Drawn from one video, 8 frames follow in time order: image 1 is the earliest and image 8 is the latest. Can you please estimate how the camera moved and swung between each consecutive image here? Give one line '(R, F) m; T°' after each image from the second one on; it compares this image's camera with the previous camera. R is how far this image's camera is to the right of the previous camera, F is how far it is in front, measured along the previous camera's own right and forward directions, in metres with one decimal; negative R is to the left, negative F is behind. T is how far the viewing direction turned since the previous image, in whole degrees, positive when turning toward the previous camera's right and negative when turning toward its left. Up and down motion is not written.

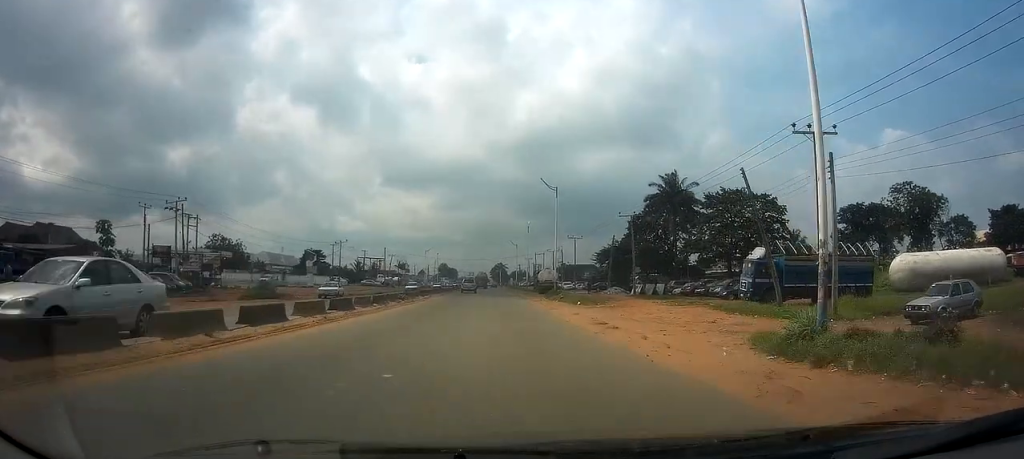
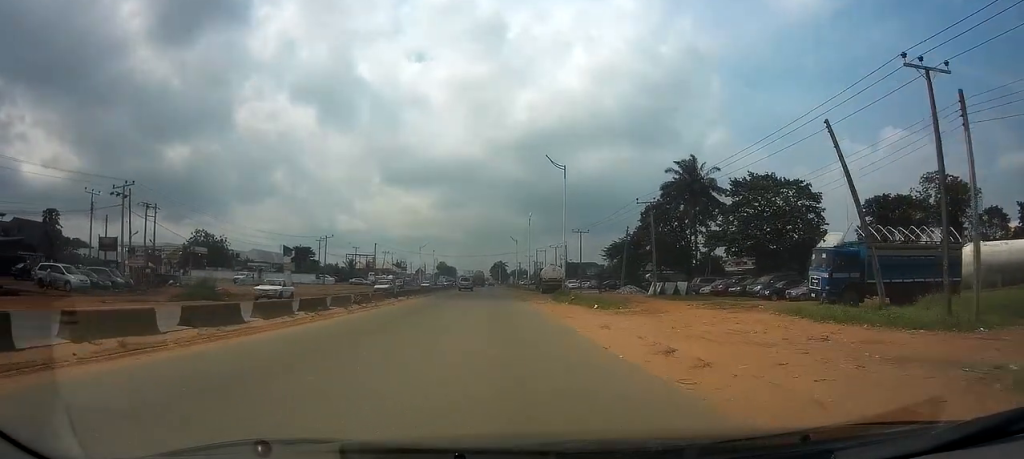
(0.0, +8.8) m; 0°
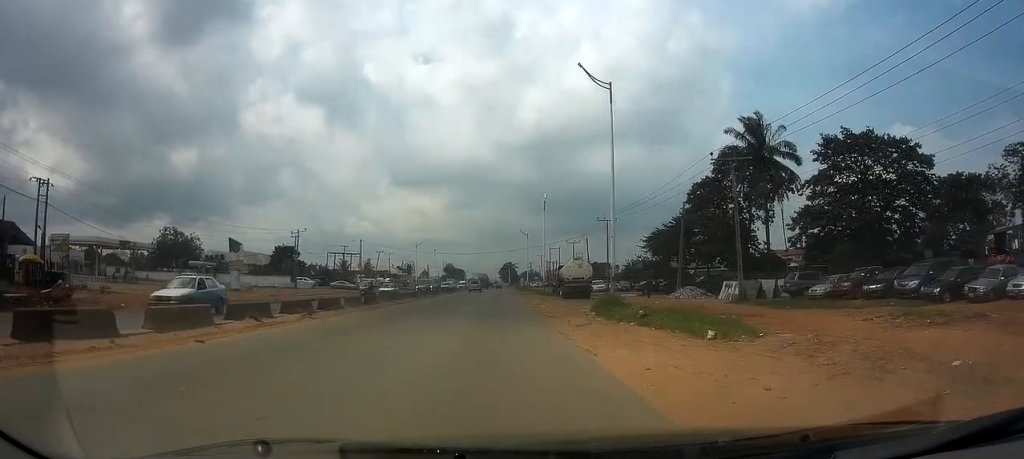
(0.0, +18.9) m; -1°
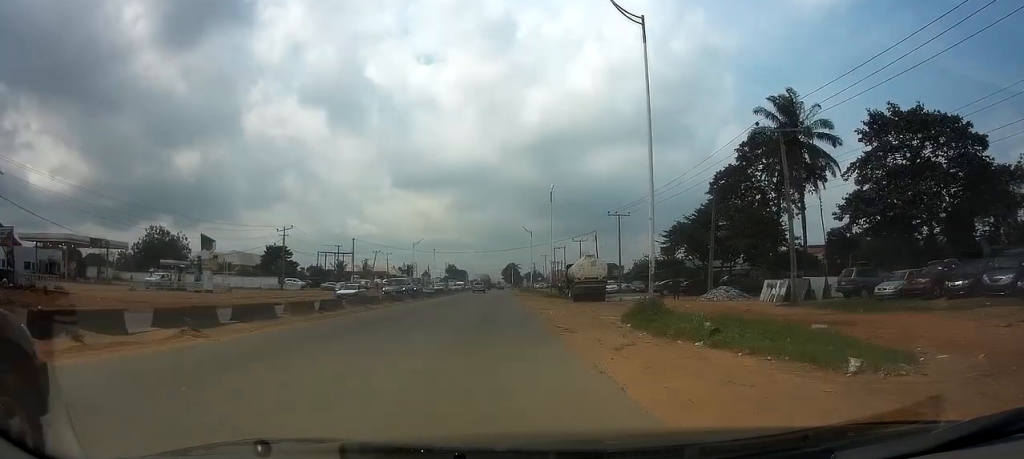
(-0.1, +6.7) m; -1°
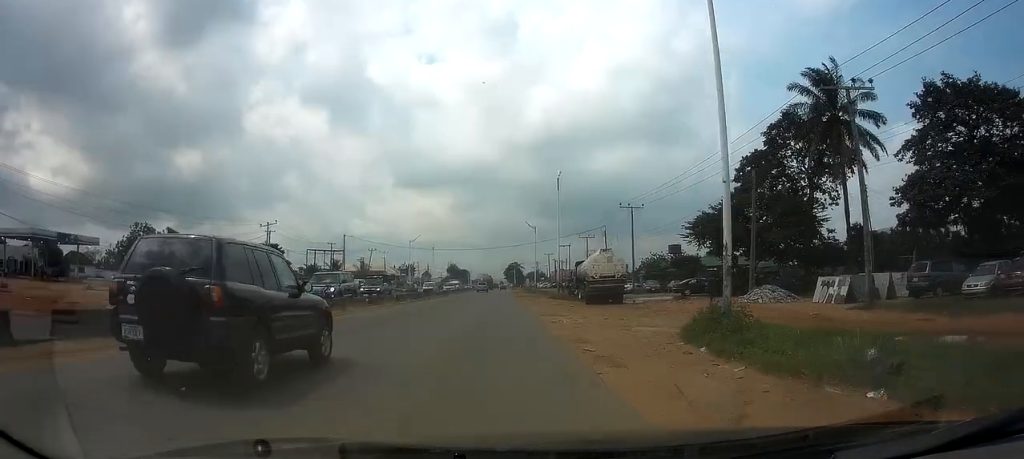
(0.0, +6.2) m; -1°
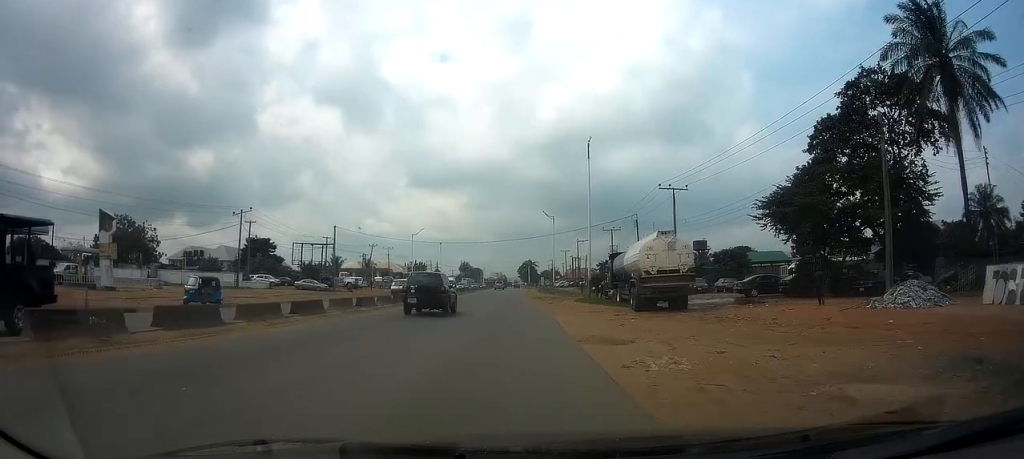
(-0.1, +11.7) m; -1°
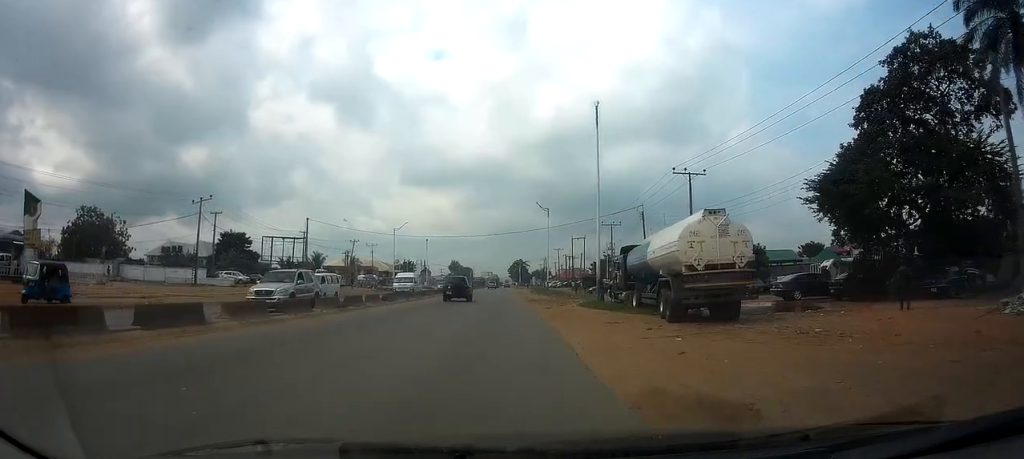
(-0.1, +7.1) m; -2°
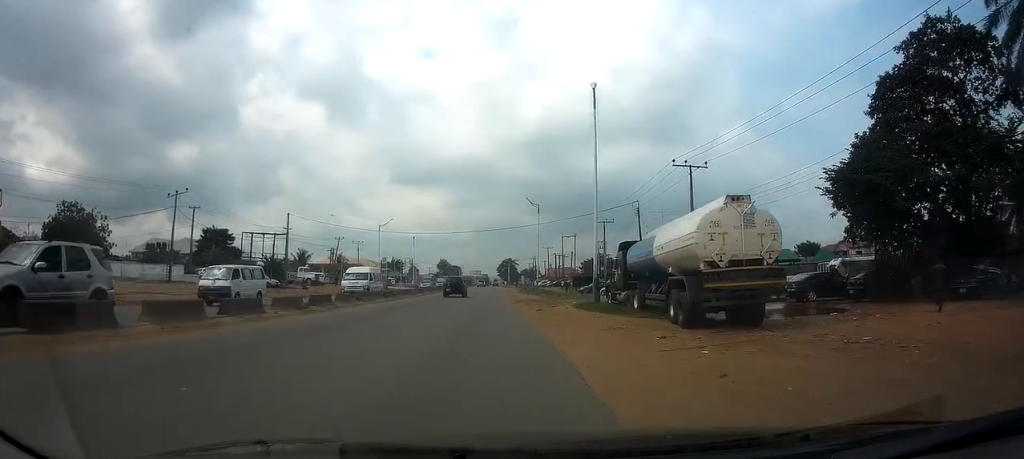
(-0.2, +2.5) m; +2°
